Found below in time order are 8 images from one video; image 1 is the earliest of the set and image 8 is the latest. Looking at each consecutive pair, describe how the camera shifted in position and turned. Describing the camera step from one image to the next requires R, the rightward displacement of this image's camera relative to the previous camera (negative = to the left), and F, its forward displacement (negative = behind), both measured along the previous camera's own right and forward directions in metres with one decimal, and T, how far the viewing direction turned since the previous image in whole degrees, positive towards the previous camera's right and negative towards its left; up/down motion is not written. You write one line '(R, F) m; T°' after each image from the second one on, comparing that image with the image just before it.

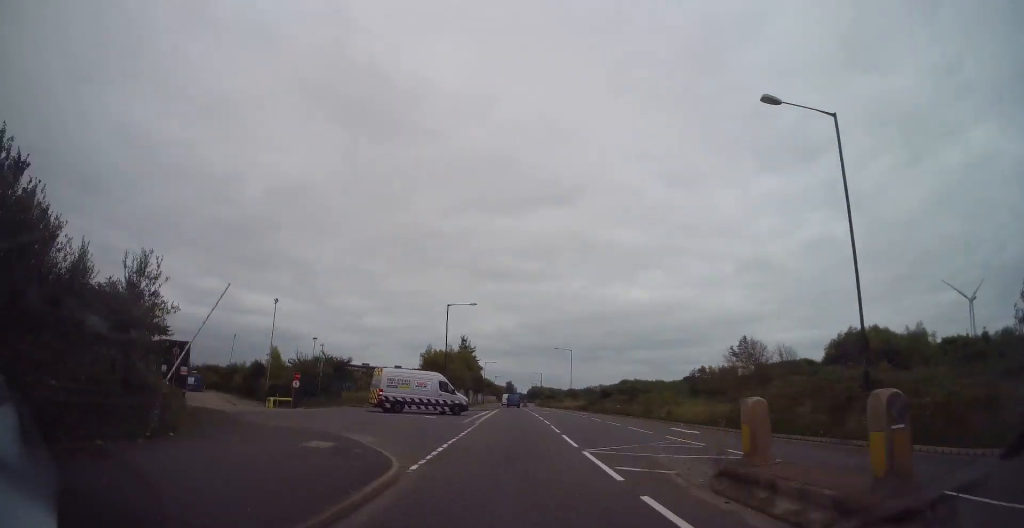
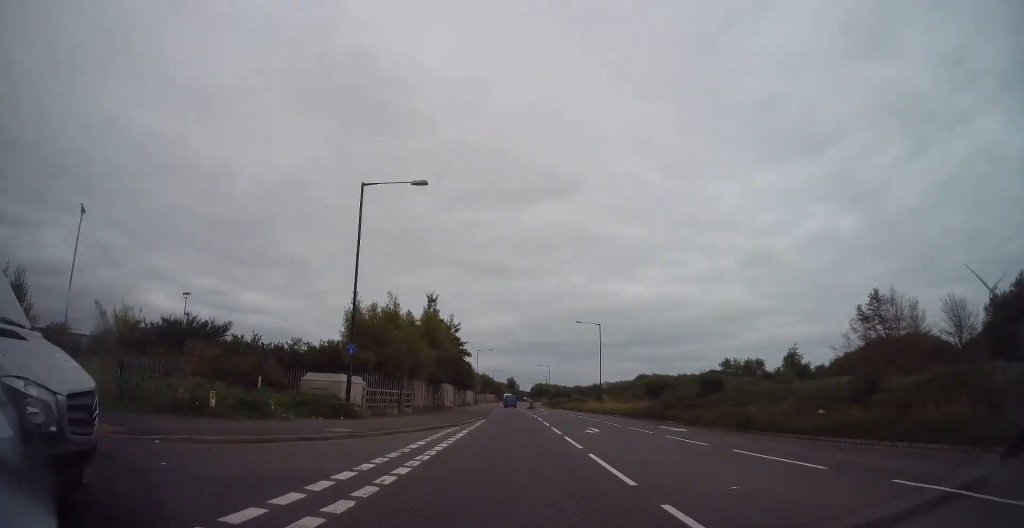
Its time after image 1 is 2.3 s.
(0.0, +28.0) m; 0°
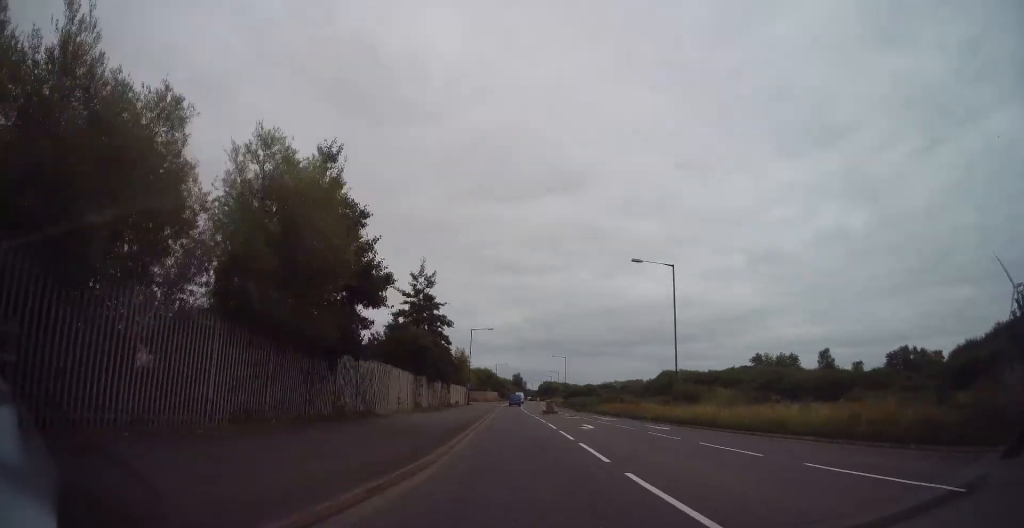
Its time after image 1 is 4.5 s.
(-0.1, +25.0) m; -1°
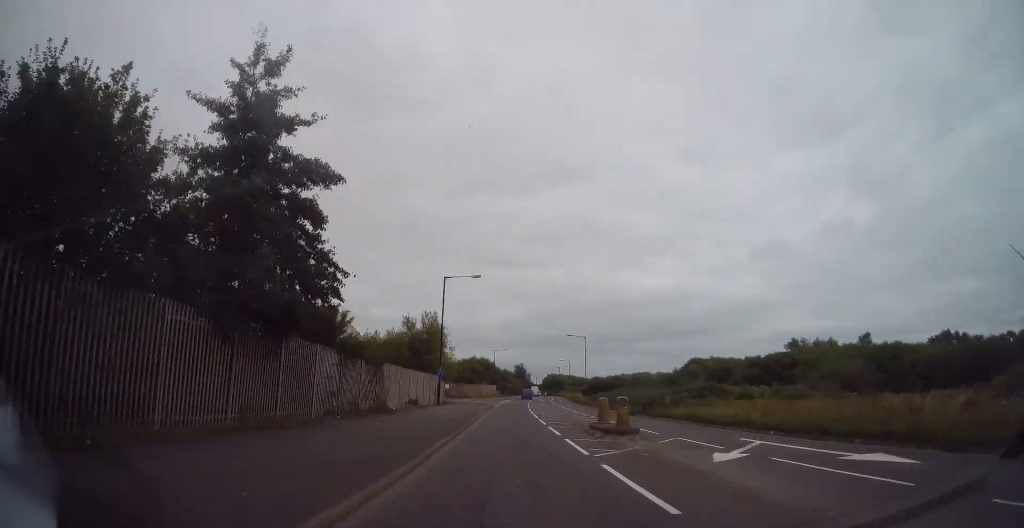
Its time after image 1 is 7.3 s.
(-0.3, +27.4) m; 0°
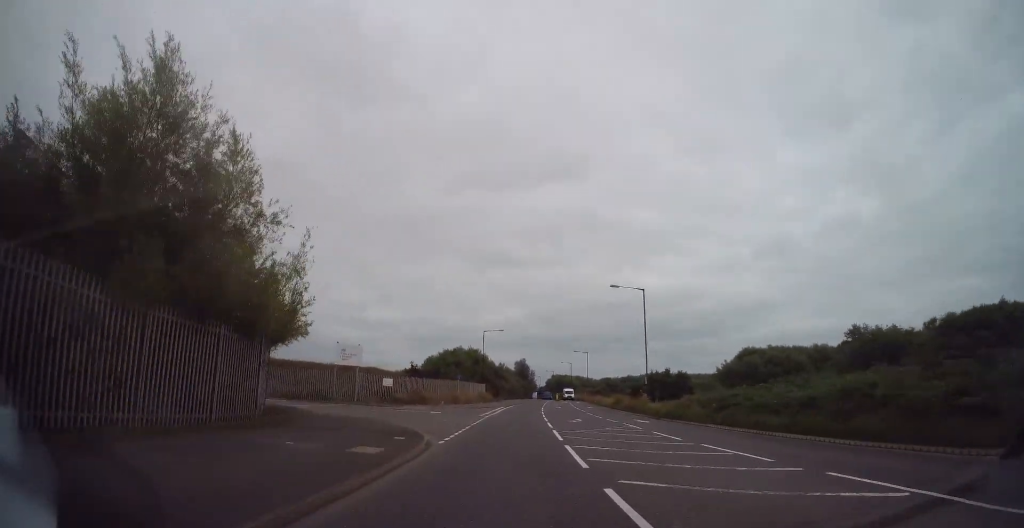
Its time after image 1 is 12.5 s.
(-0.3, +37.3) m; -7°
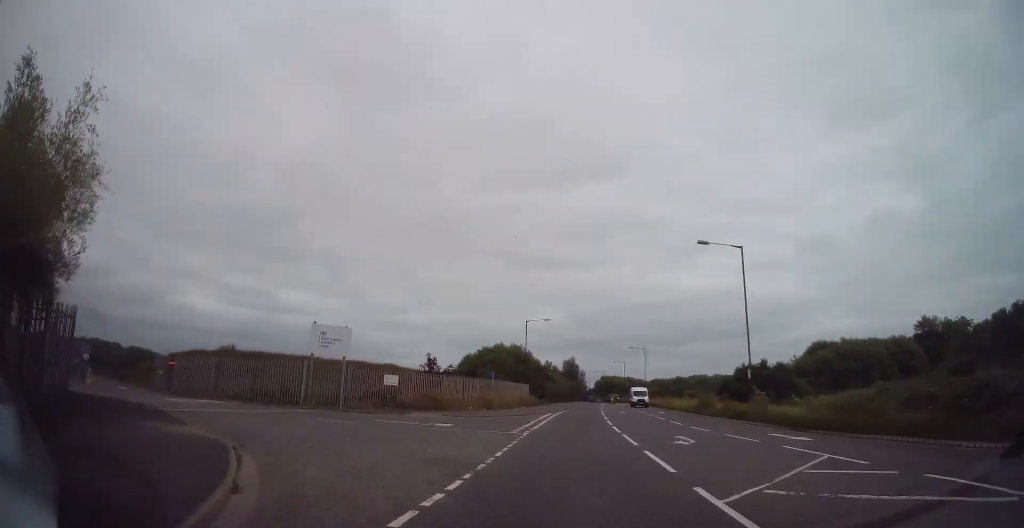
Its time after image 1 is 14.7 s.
(-1.1, +11.3) m; -18°
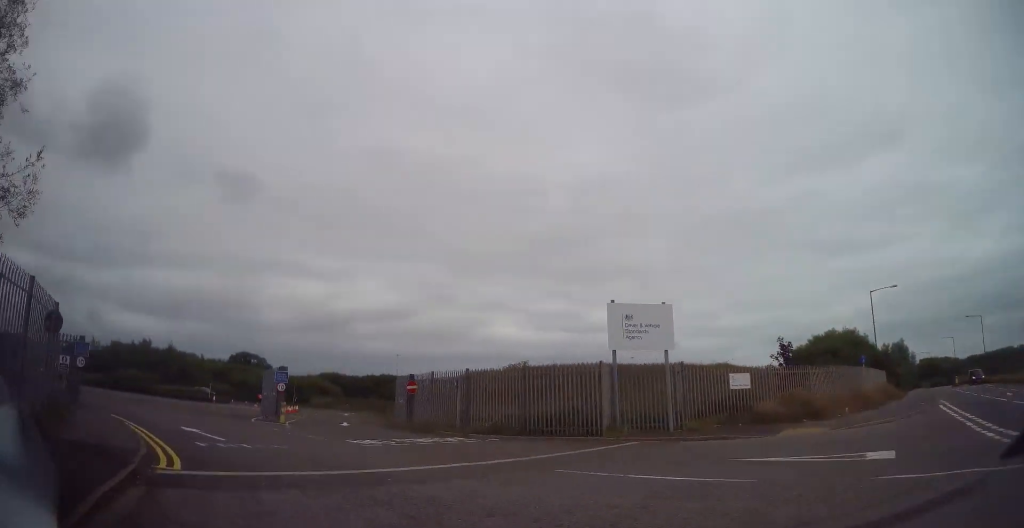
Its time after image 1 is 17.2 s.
(-1.9, +9.8) m; -29°
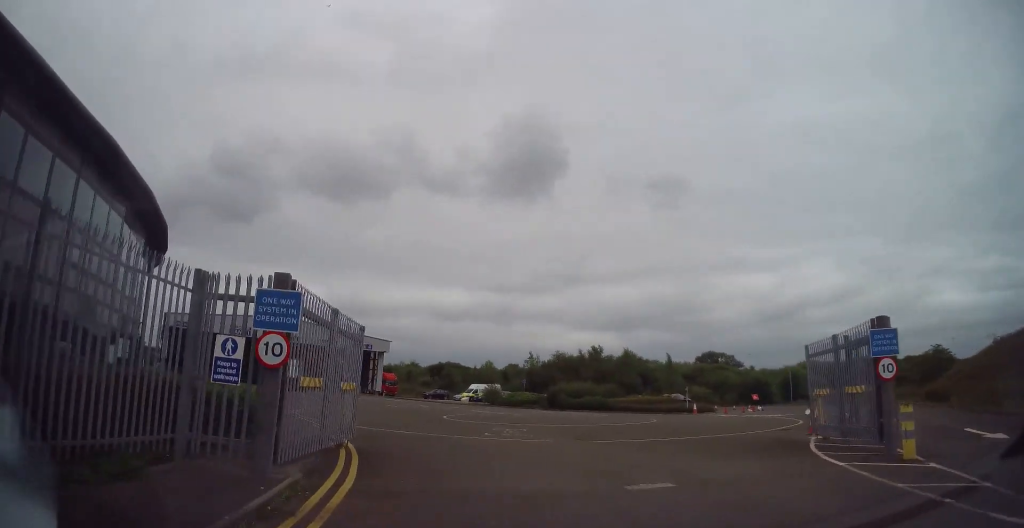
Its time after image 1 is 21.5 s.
(-6.6, +13.6) m; -35°
